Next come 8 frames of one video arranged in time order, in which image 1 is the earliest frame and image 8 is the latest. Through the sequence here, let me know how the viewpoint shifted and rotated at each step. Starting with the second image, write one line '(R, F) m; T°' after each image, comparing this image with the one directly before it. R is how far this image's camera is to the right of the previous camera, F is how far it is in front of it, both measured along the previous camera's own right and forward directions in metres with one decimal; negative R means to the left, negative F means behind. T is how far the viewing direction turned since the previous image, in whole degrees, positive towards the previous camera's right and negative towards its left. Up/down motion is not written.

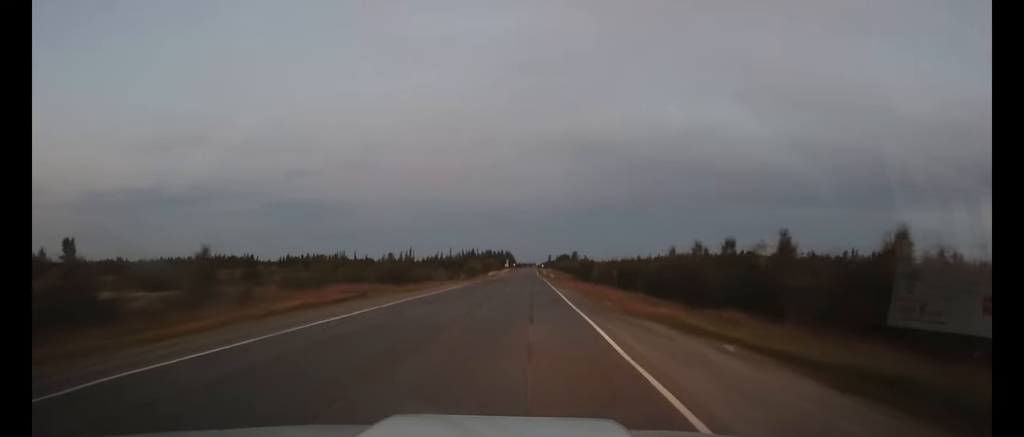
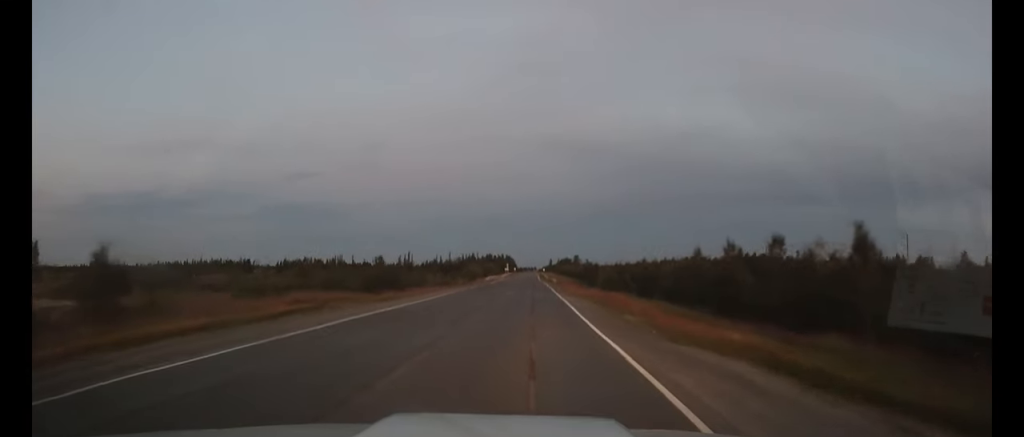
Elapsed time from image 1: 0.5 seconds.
(0.0, +7.8) m; 0°
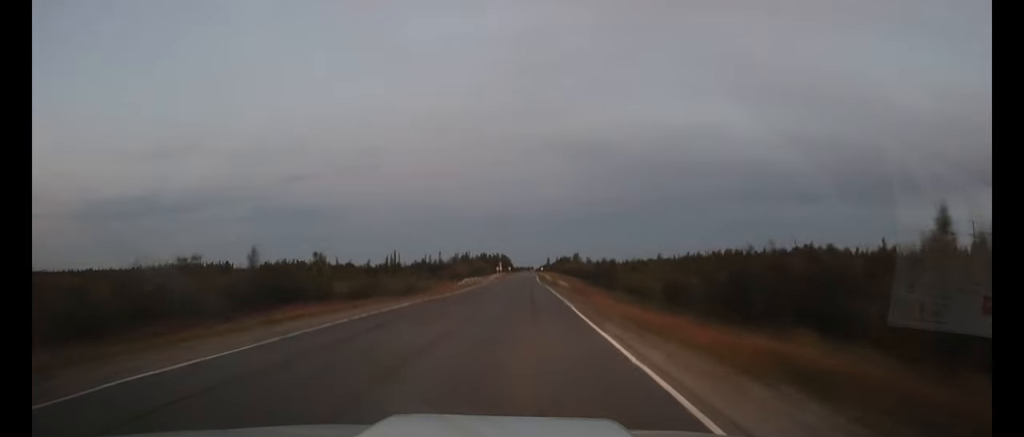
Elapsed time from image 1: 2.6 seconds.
(0.0, +29.3) m; 0°
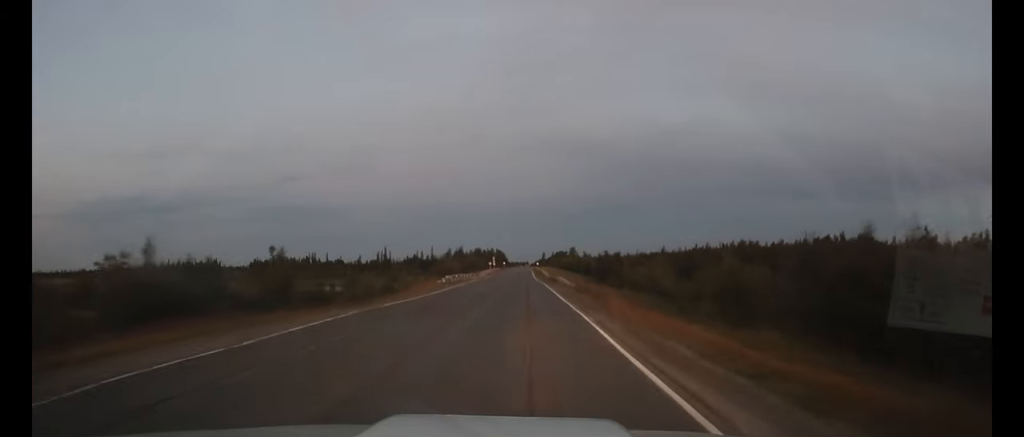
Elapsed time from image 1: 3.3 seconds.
(0.0, +10.9) m; 0°
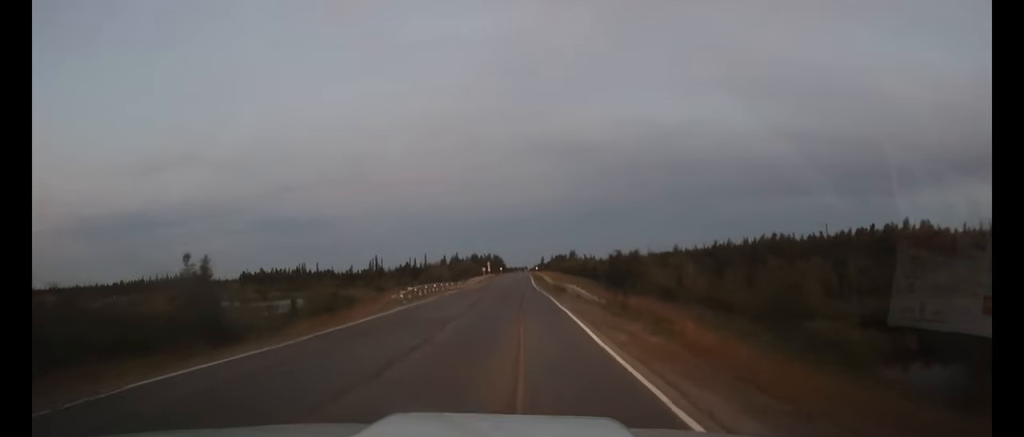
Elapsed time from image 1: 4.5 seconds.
(+0.1, +16.0) m; 0°
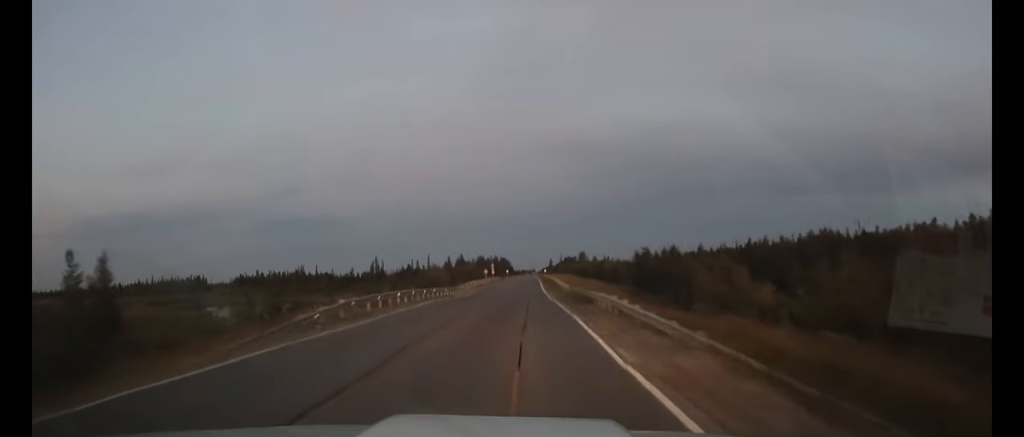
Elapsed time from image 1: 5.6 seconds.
(0.0, +15.2) m; 0°
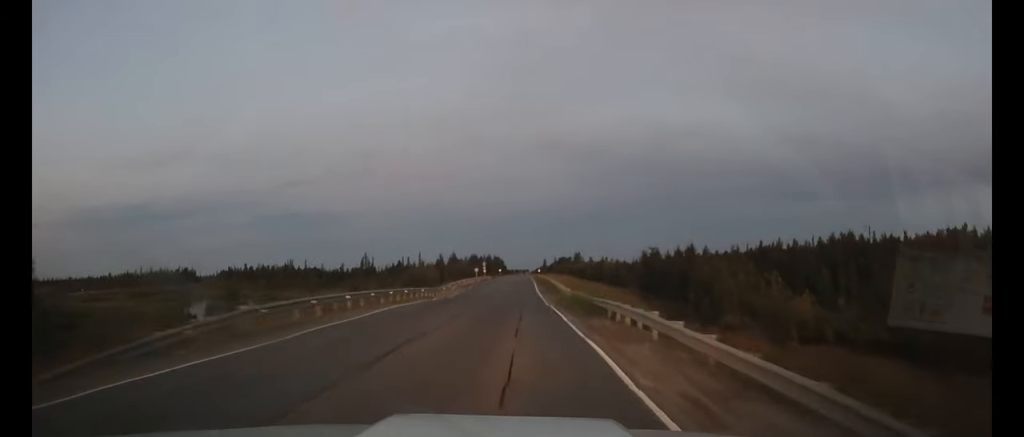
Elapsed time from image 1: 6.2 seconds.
(0.0, +8.1) m; 0°
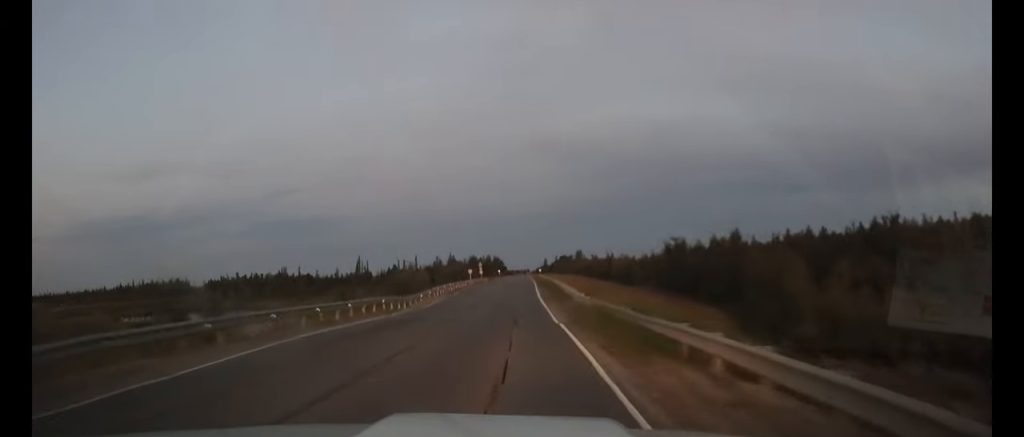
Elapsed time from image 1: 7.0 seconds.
(+0.1, +11.4) m; 0°
